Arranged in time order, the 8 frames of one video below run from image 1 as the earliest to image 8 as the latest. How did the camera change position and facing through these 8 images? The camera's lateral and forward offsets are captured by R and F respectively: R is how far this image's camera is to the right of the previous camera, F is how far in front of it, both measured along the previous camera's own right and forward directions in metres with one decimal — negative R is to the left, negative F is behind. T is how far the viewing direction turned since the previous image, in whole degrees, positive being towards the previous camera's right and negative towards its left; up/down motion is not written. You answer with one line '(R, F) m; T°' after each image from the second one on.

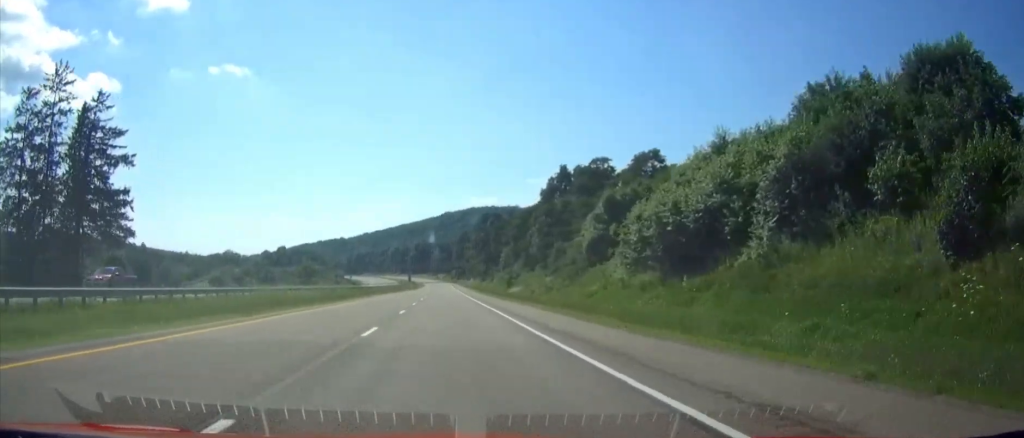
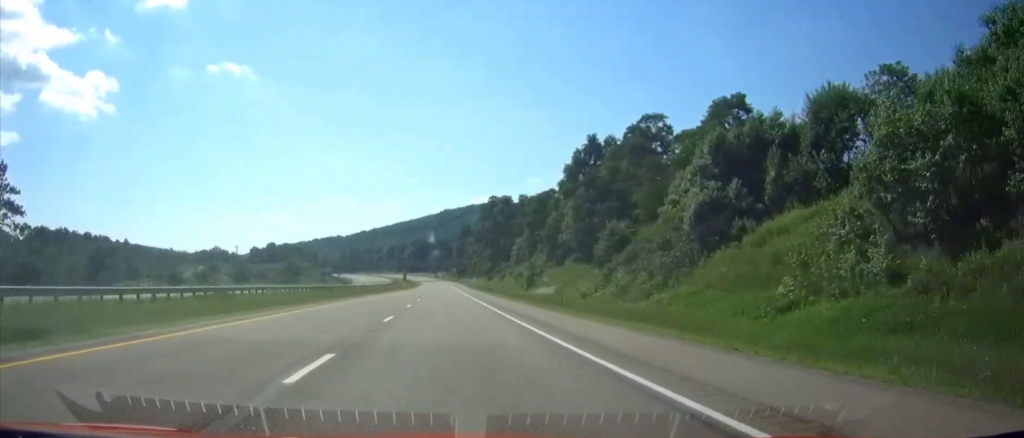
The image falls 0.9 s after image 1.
(0.0, +29.0) m; 0°
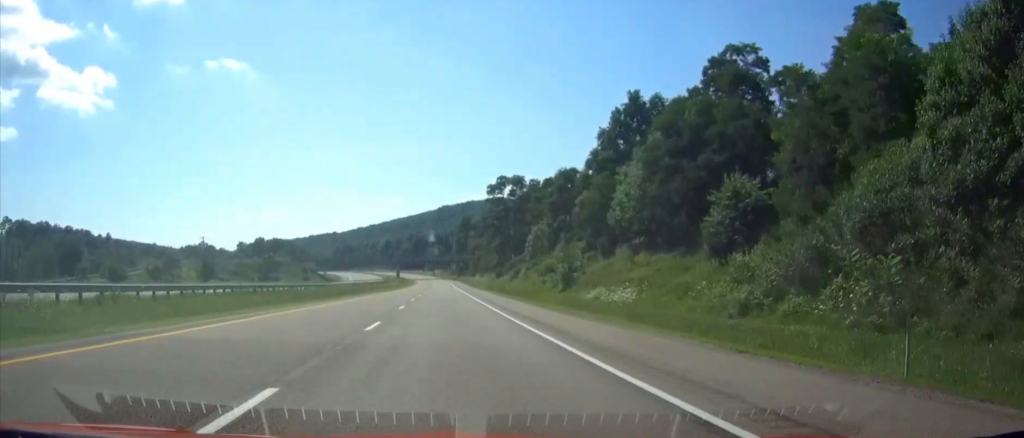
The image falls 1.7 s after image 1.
(0.0, +26.9) m; 0°
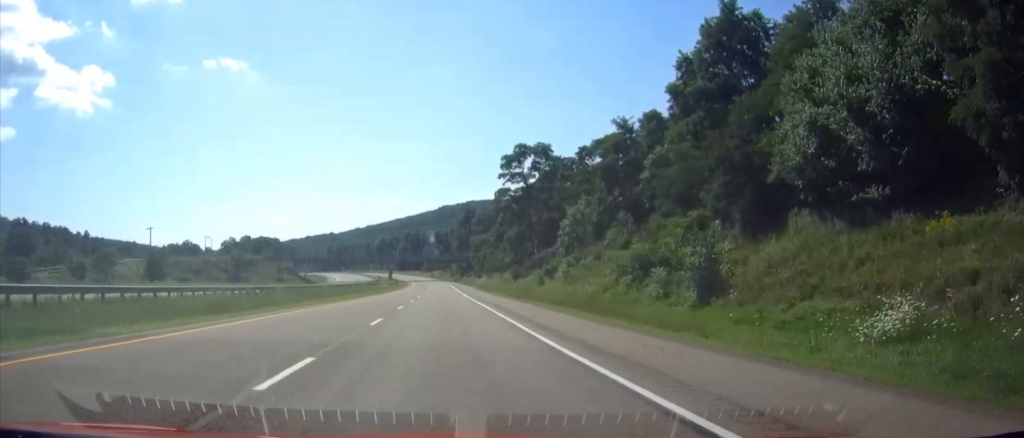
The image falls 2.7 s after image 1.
(0.0, +32.3) m; 0°
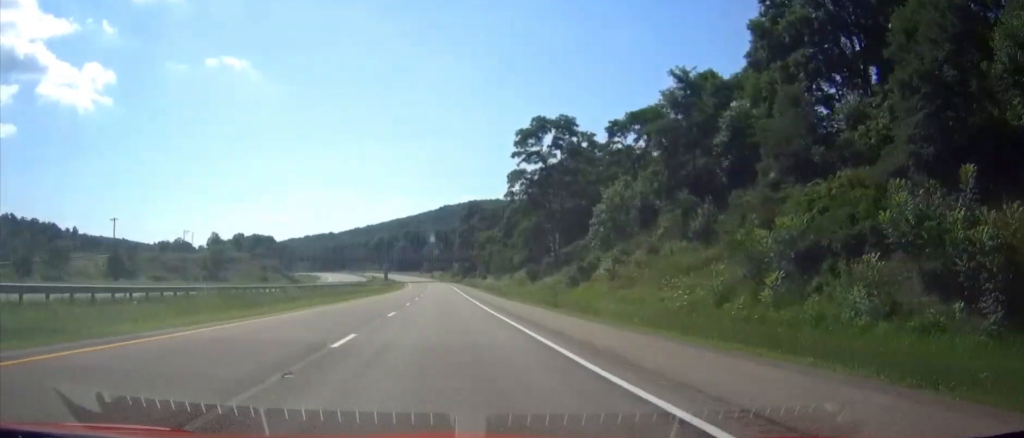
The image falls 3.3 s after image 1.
(0.0, +17.3) m; 0°
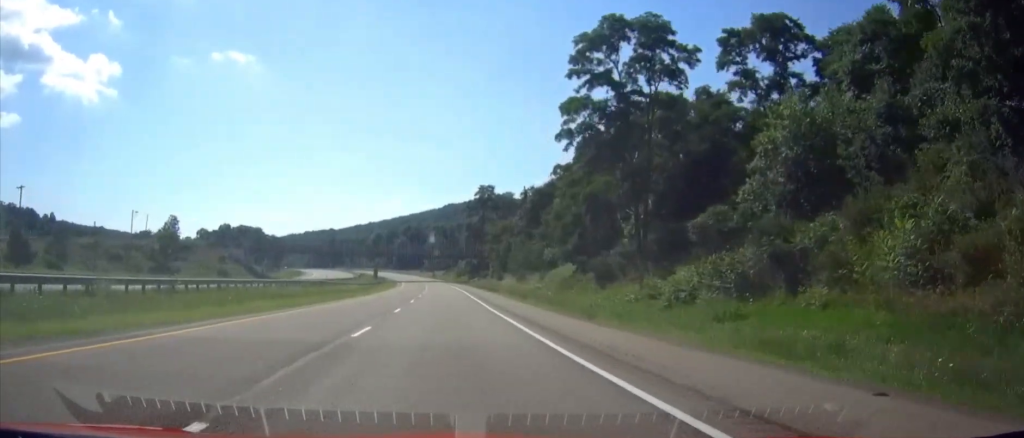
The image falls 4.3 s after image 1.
(0.0, +33.5) m; 0°
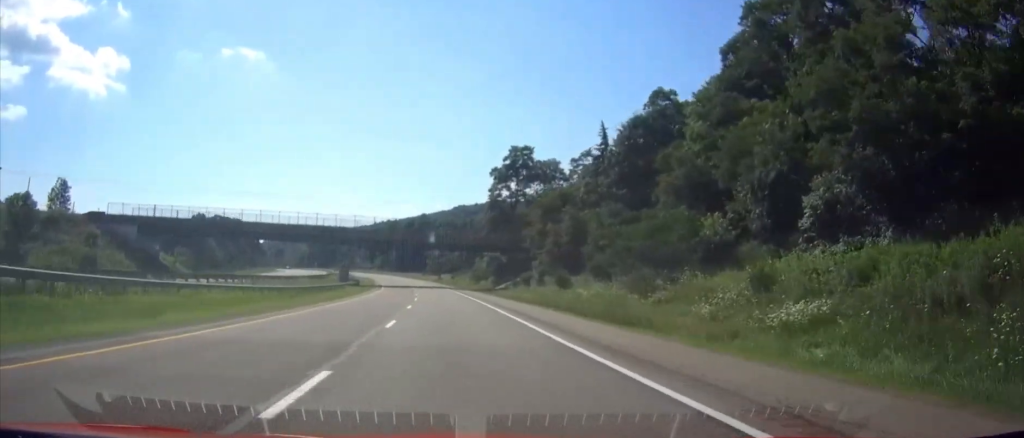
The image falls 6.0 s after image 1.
(0.0, +55.4) m; 0°
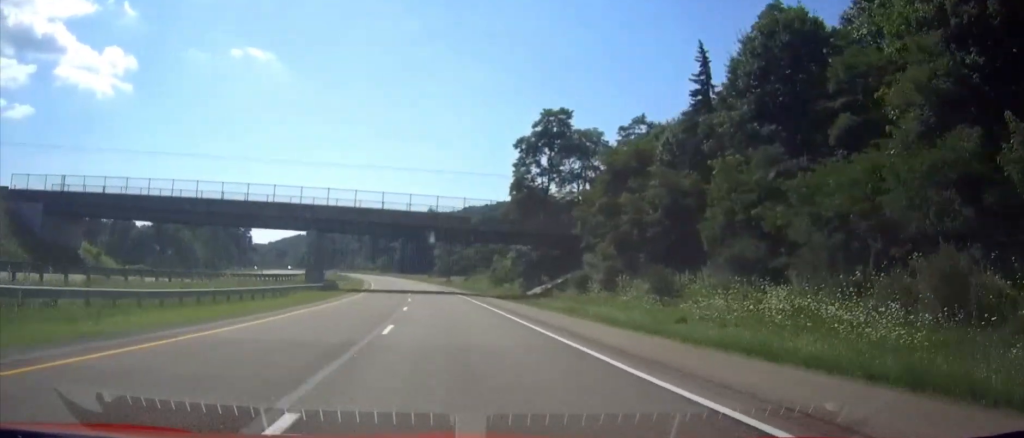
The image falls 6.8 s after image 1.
(0.0, +26.2) m; 0°
